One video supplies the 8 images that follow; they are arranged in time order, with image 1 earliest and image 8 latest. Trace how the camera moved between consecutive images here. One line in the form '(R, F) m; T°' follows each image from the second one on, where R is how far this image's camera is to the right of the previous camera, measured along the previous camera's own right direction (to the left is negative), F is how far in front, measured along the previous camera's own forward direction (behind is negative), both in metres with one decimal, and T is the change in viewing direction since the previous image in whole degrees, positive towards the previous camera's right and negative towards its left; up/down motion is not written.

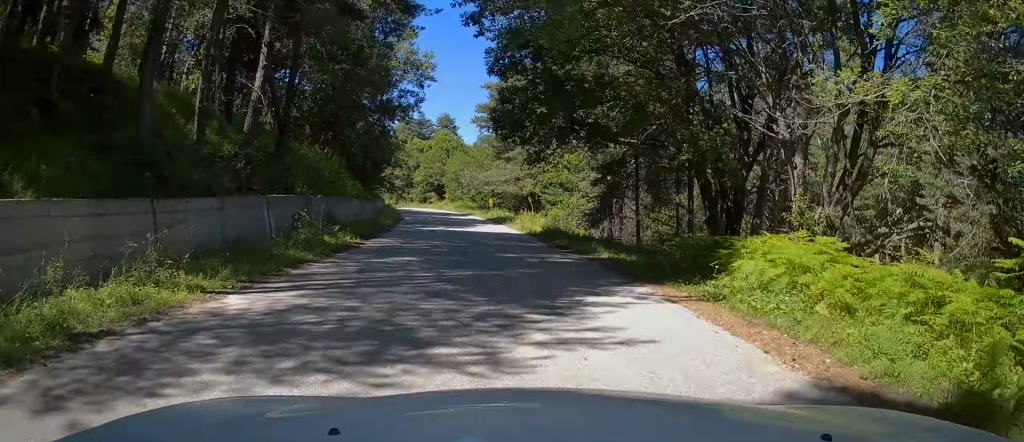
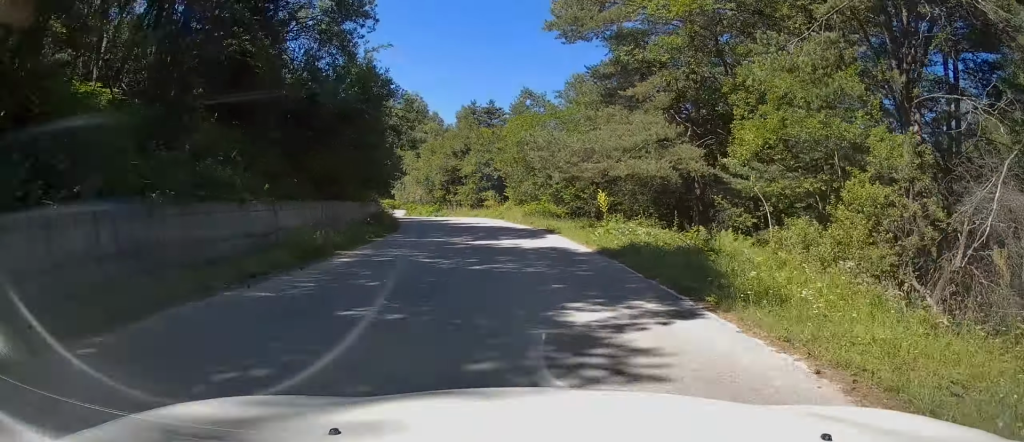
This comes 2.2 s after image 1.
(-3.6, +29.2) m; -11°
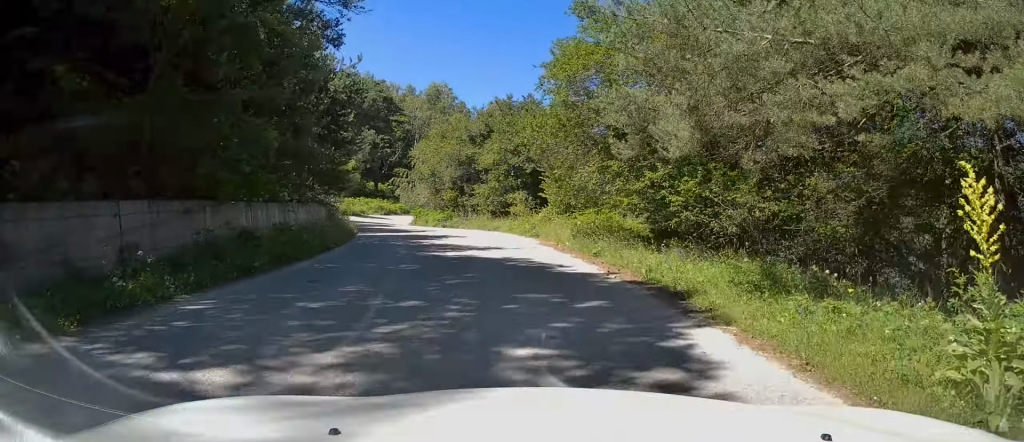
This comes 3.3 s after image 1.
(-0.2, +15.4) m; -4°
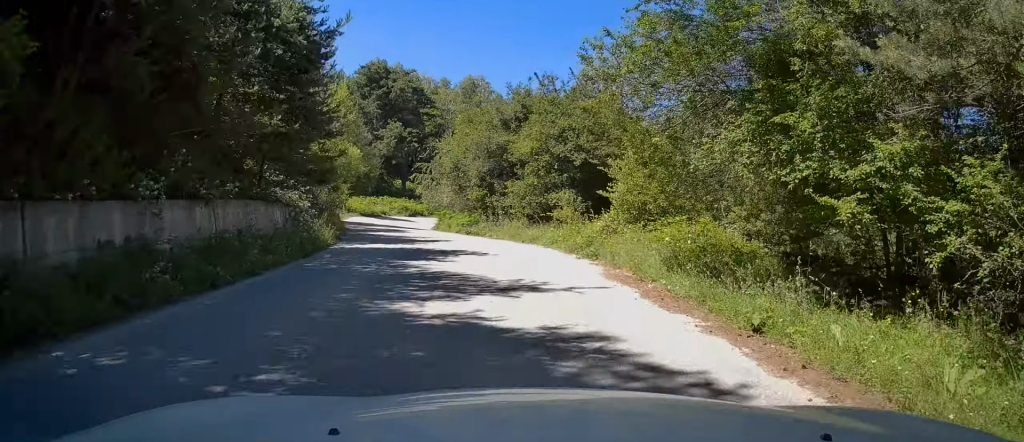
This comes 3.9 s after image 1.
(-0.5, +7.5) m; -3°
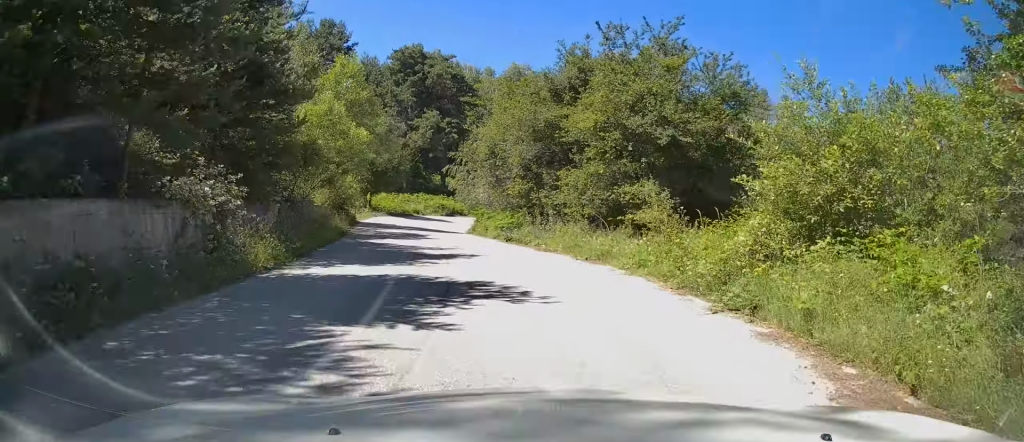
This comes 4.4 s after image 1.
(-0.1, +7.0) m; -3°
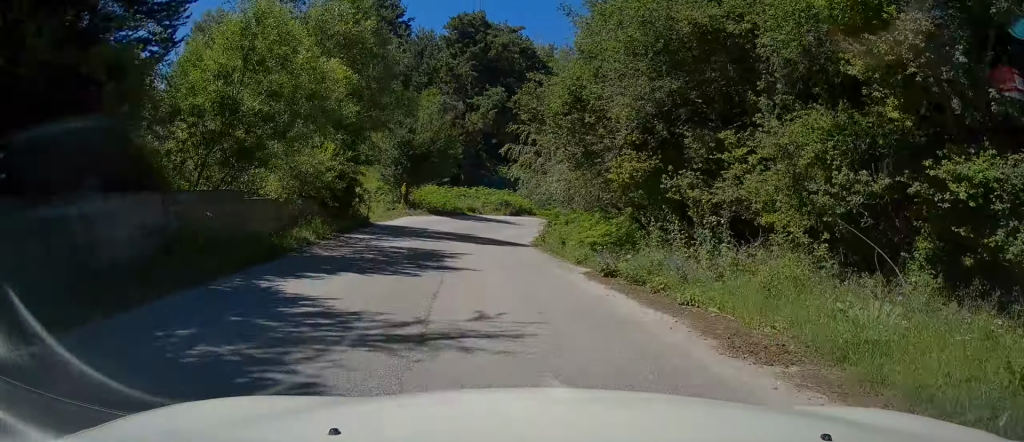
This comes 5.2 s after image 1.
(-0.3, +10.9) m; -3°
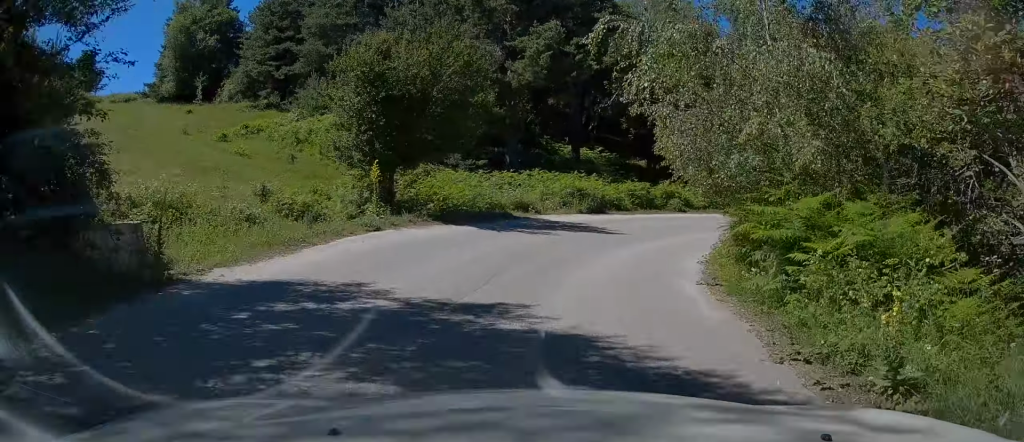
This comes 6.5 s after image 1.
(-0.5, +16.7) m; 0°
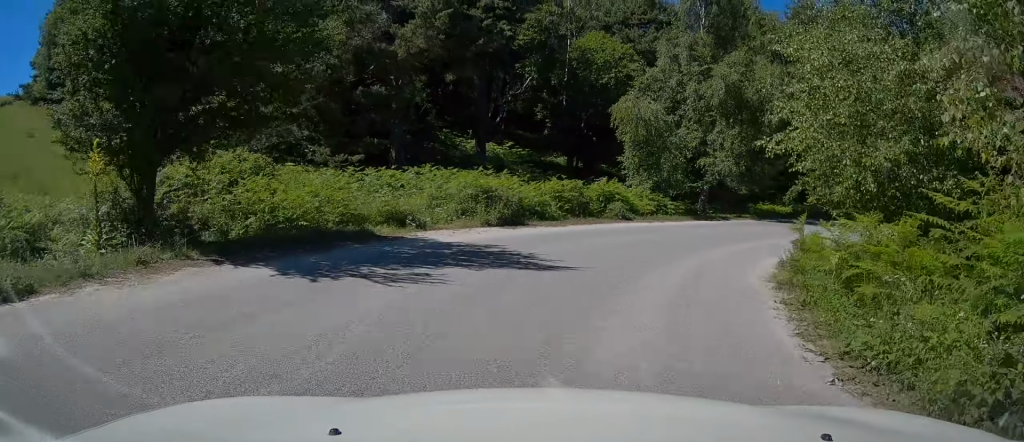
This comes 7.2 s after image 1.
(0.0, +7.9) m; +7°
